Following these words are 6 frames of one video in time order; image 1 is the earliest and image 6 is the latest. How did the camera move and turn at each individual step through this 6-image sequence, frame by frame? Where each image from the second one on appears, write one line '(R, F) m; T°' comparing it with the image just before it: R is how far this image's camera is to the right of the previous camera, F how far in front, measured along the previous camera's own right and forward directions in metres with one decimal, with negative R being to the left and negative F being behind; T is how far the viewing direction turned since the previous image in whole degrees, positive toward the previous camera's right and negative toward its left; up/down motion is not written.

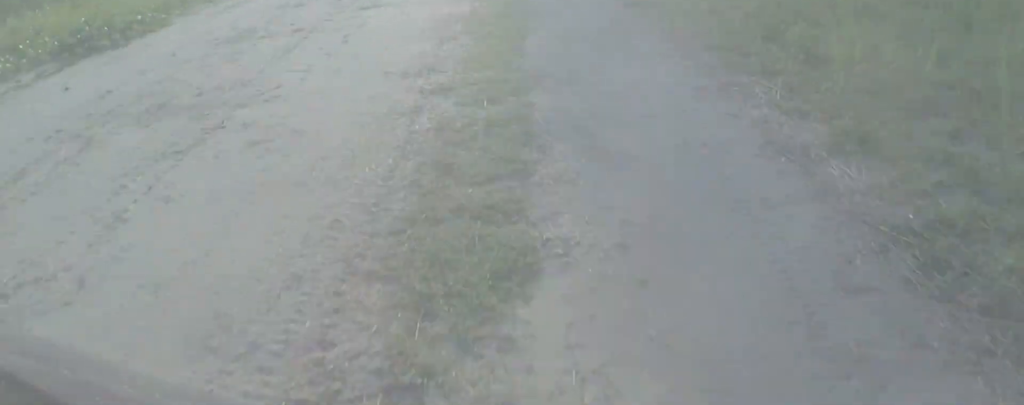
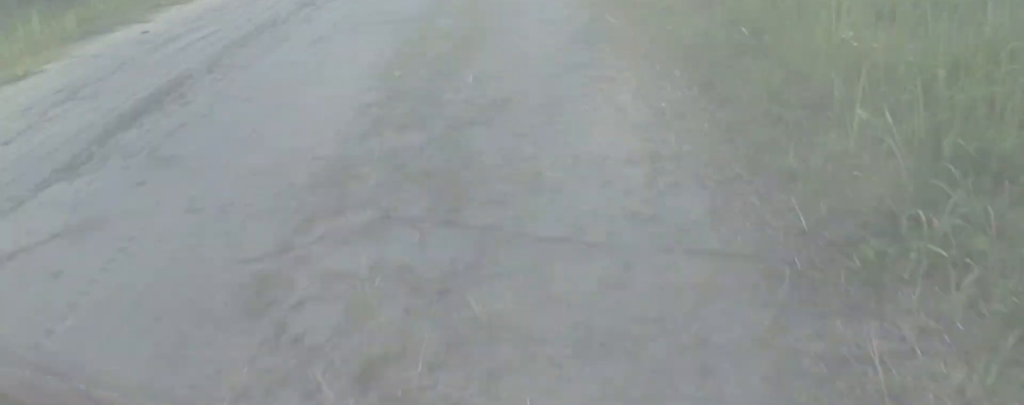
(-0.4, +18.5) m; -1°
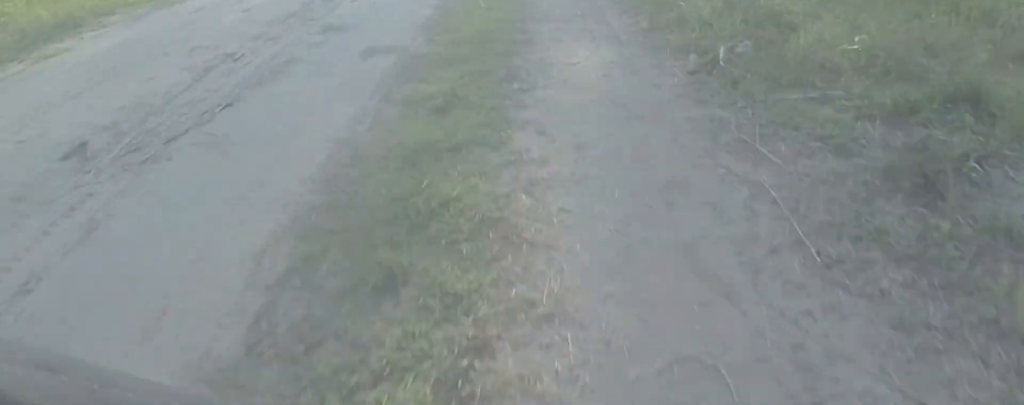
(+0.2, +14.1) m; +1°
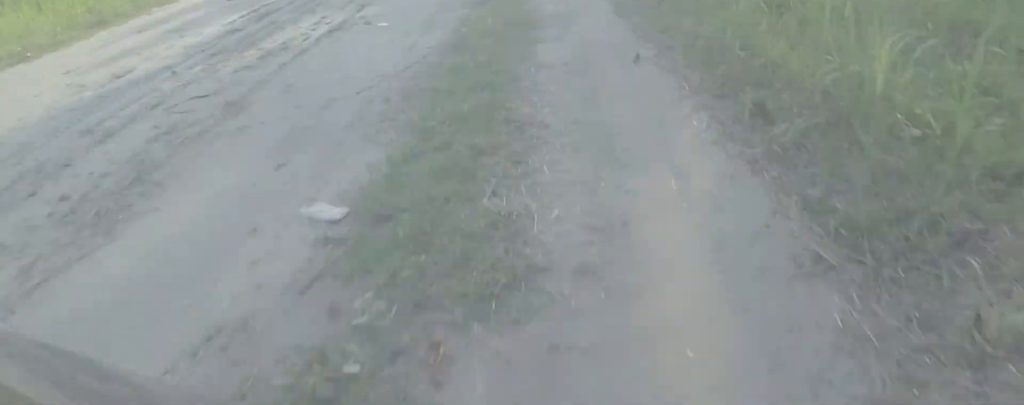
(0.0, +14.0) m; -1°
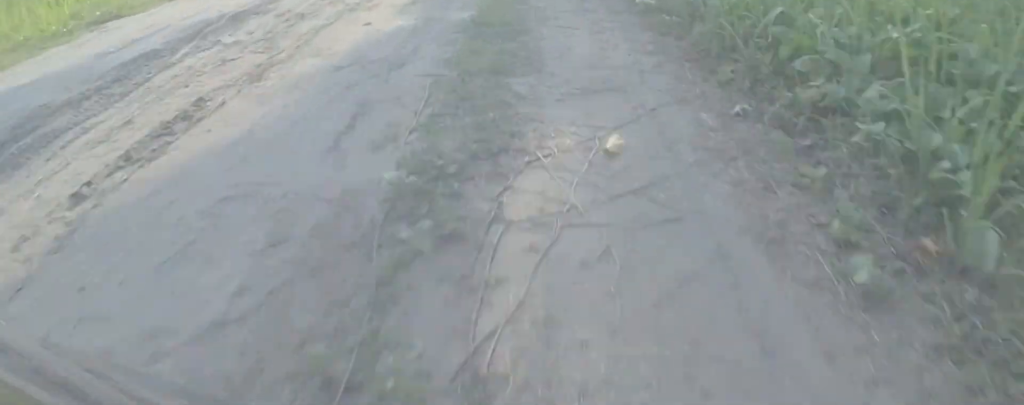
(-0.1, +8.1) m; +1°
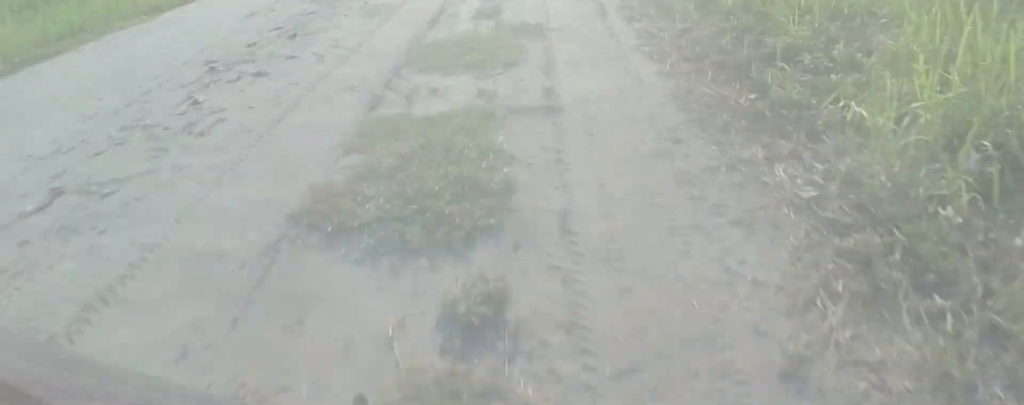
(+2.3, +27.7) m; +3°
